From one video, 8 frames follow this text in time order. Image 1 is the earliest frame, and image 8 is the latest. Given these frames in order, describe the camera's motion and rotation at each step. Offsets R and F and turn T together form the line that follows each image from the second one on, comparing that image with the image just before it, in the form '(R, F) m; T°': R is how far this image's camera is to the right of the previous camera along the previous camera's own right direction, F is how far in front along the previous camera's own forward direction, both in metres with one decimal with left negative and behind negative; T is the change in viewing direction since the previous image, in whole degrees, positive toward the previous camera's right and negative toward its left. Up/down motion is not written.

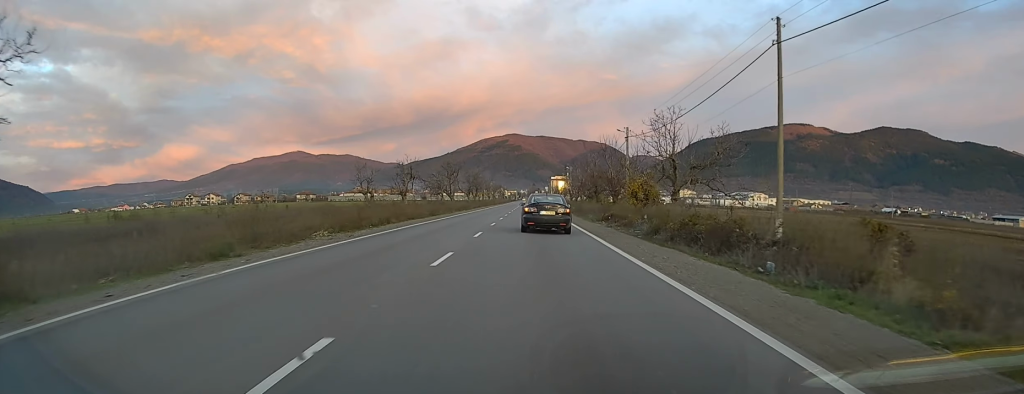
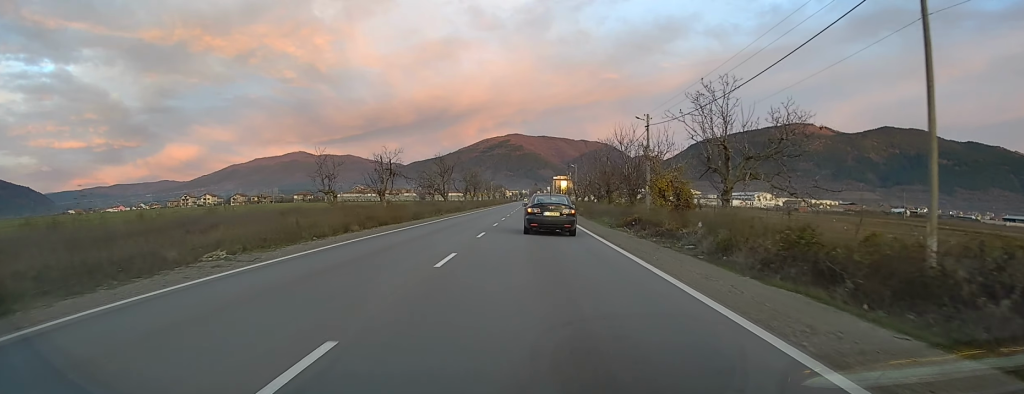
(+0.1, +9.0) m; 0°
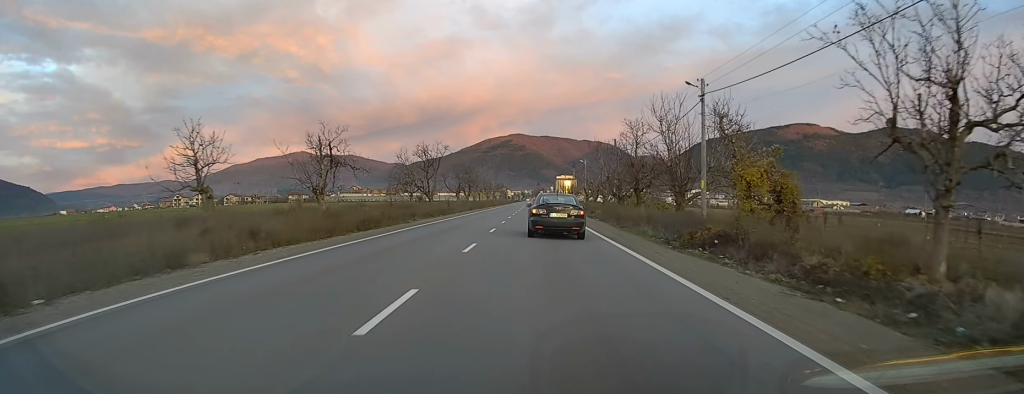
(-0.1, +14.8) m; -1°
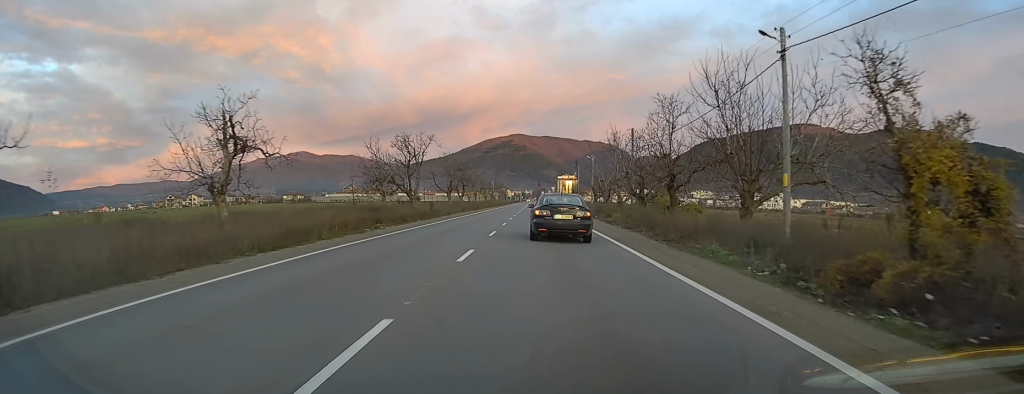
(-0.2, +11.1) m; 0°
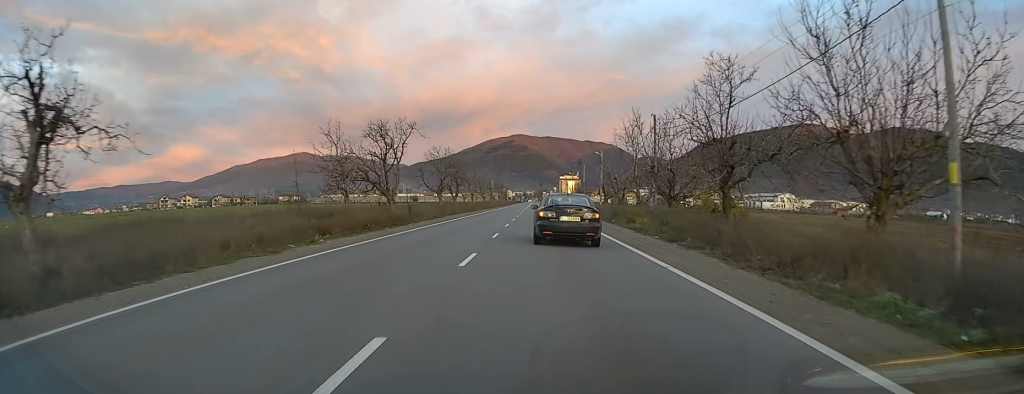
(+0.2, +9.8) m; 0°
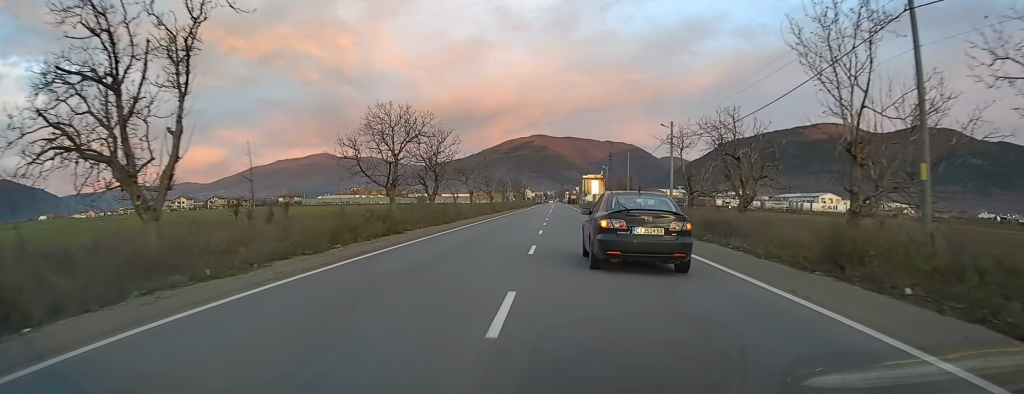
(-0.2, +33.0) m; -2°
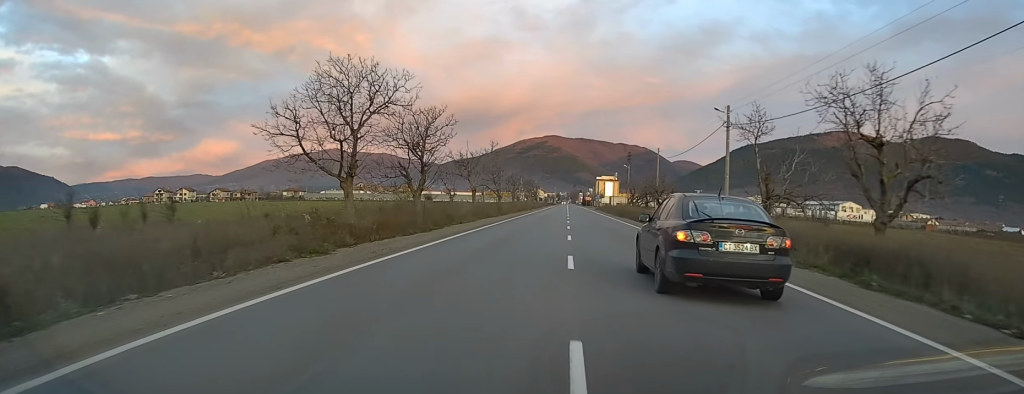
(-0.4, +12.0) m; 0°
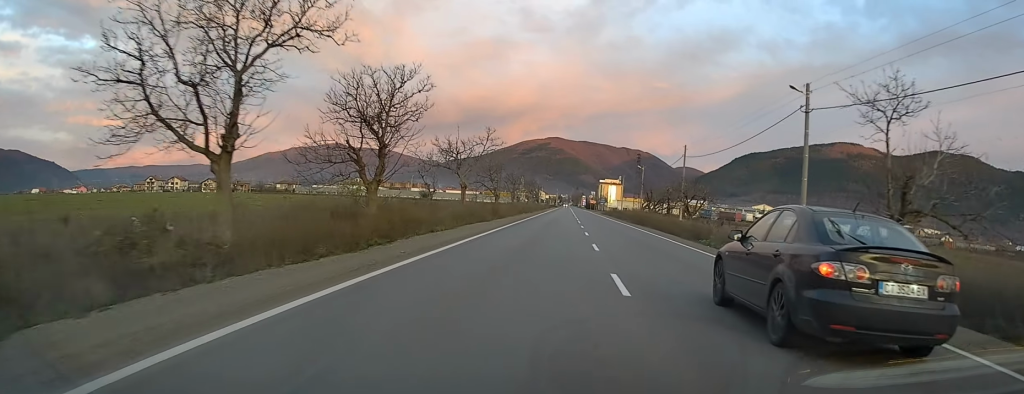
(+0.1, +11.8) m; +1°
